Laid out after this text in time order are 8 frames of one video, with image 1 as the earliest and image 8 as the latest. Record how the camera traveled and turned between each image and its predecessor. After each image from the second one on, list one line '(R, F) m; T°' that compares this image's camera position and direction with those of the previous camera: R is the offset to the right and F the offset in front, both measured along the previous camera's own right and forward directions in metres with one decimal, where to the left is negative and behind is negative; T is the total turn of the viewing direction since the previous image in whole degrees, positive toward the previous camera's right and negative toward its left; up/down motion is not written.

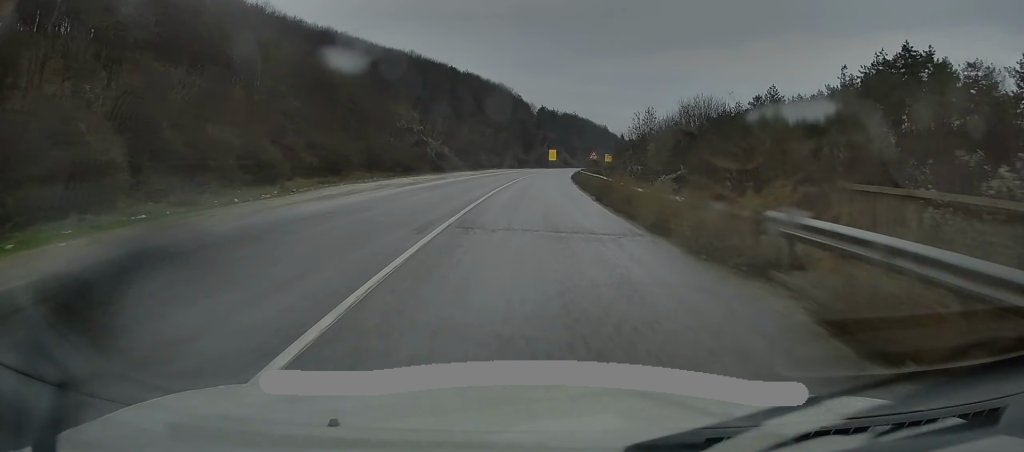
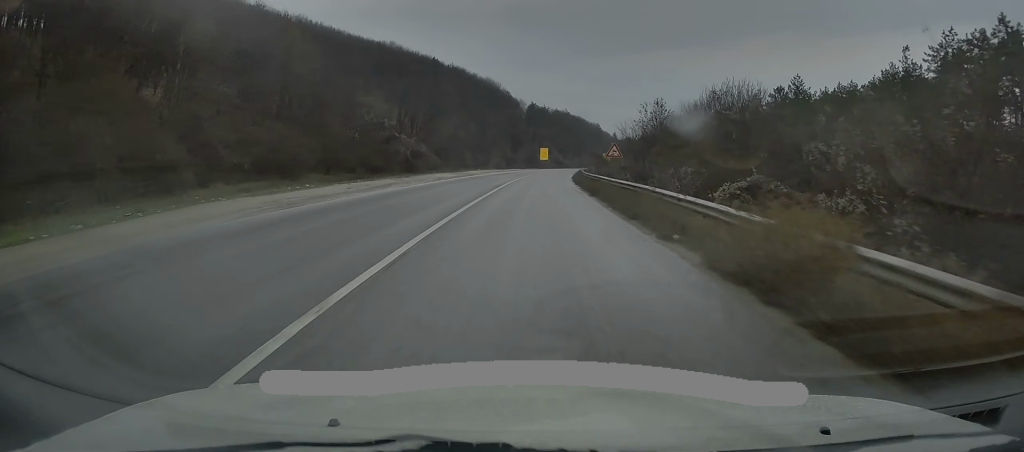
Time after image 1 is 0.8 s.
(+0.4, +16.0) m; +1°
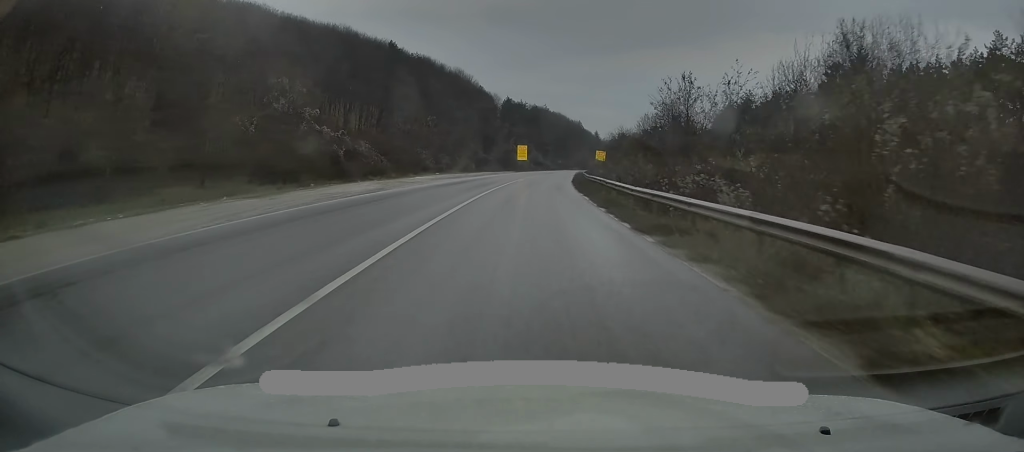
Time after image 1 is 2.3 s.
(-0.1, +28.9) m; 0°
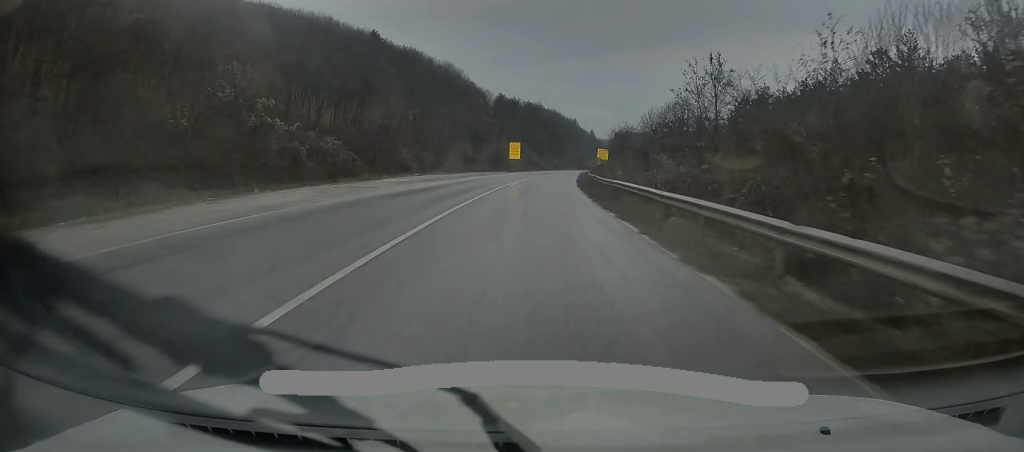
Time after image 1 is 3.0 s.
(0.0, +12.3) m; +1°
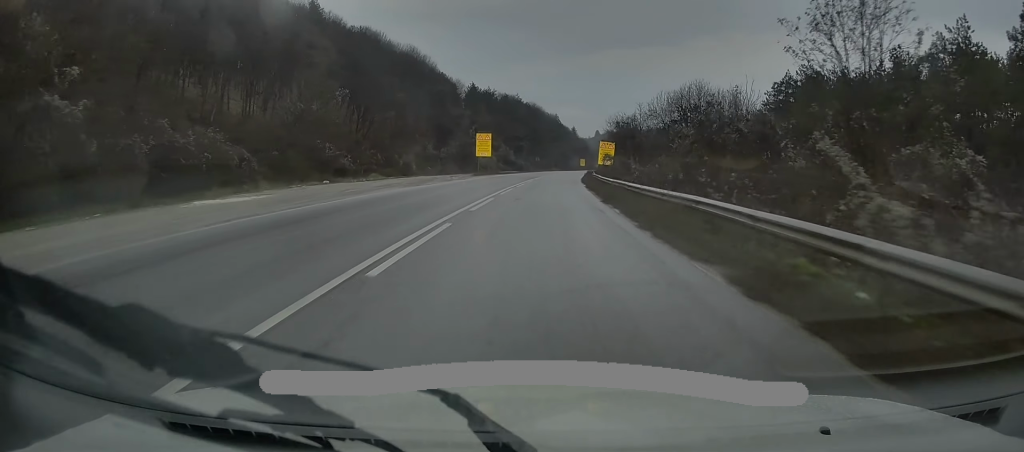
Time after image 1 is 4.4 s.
(+0.6, +28.7) m; +3°
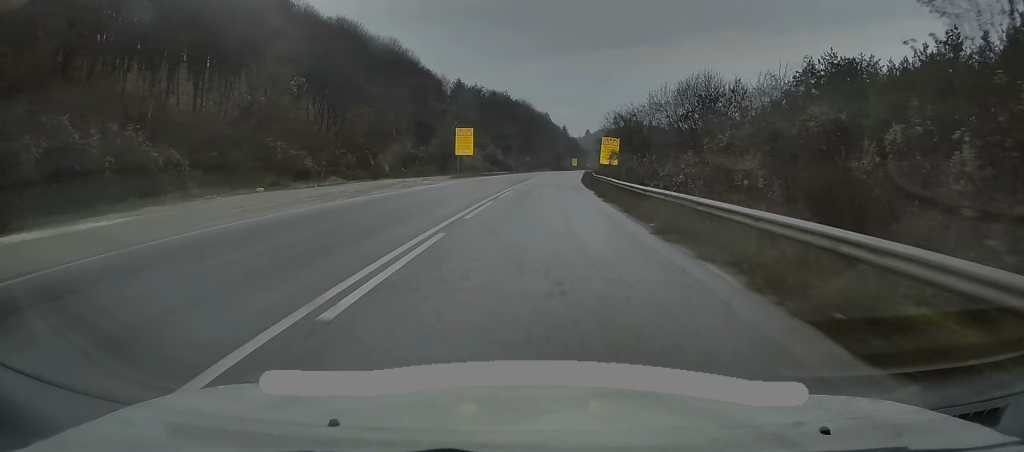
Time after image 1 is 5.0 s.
(+0.3, +11.2) m; +1°
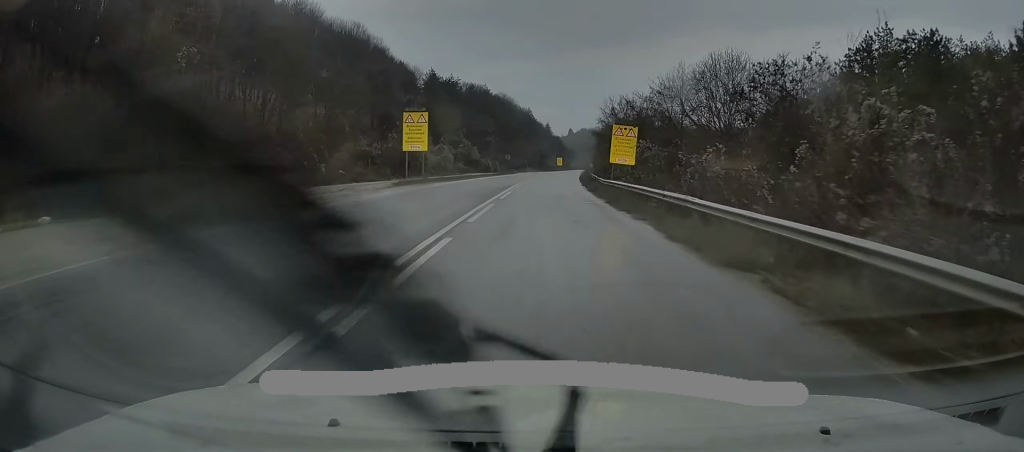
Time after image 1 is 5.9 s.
(+0.2, +18.4) m; +1°
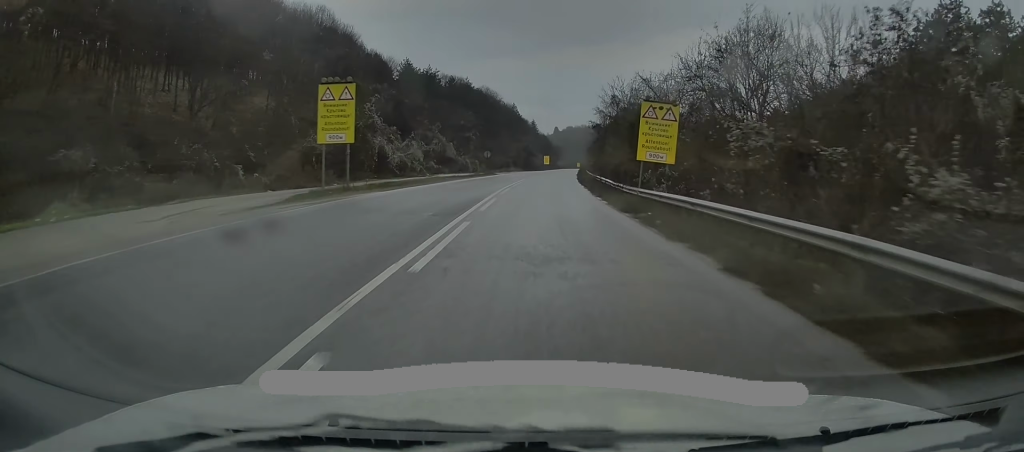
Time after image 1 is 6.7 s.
(+0.1, +15.2) m; +1°
